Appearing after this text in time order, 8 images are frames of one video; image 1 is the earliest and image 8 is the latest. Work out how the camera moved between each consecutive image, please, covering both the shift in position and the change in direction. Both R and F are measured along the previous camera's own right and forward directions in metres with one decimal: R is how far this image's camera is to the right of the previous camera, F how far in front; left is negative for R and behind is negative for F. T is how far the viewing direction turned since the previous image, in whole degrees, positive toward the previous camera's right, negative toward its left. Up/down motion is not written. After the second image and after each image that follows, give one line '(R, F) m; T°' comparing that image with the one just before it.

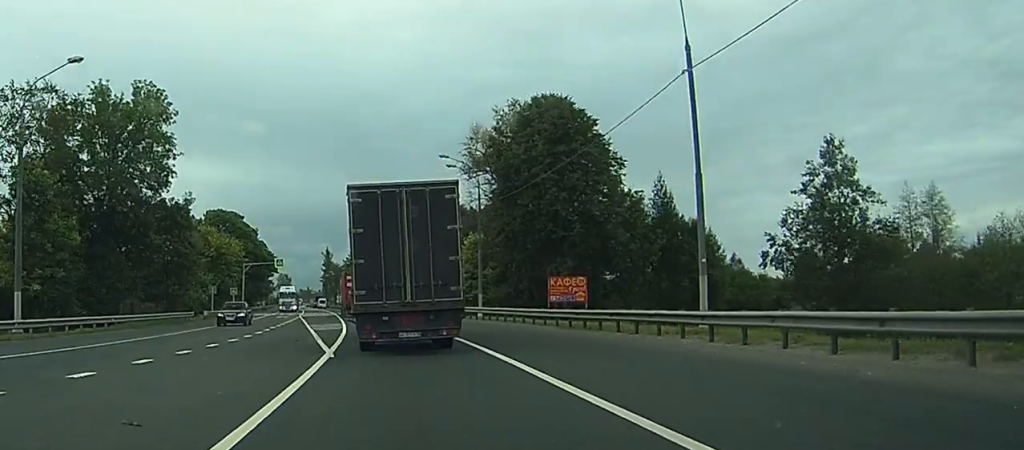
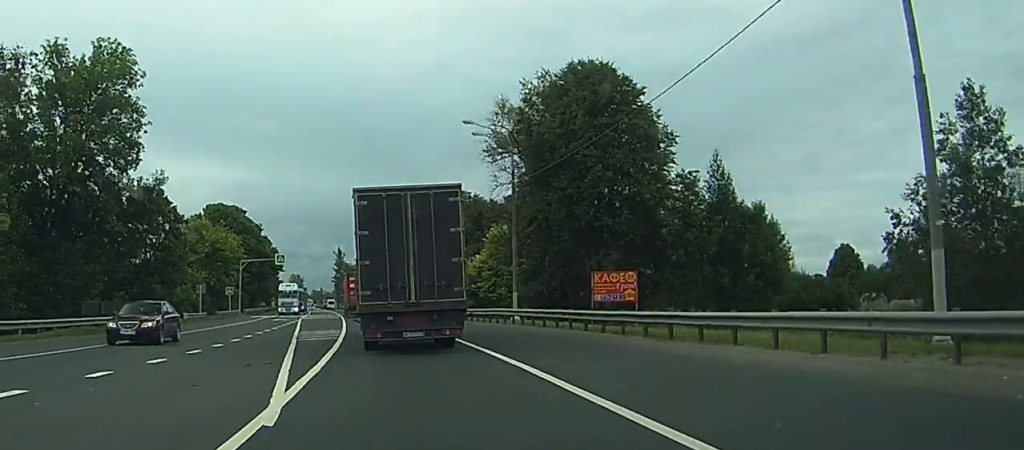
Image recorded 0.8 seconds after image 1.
(0.0, +11.0) m; -1°
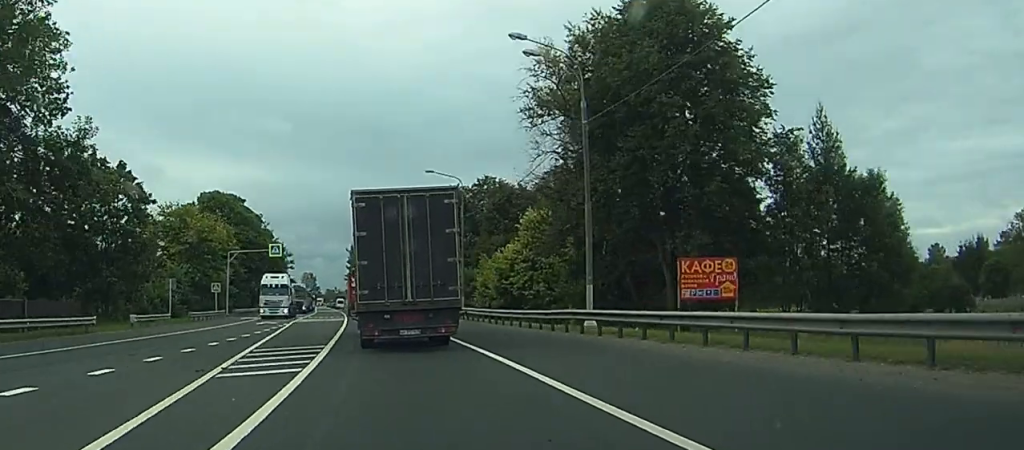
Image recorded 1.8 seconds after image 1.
(-0.2, +15.3) m; -1°
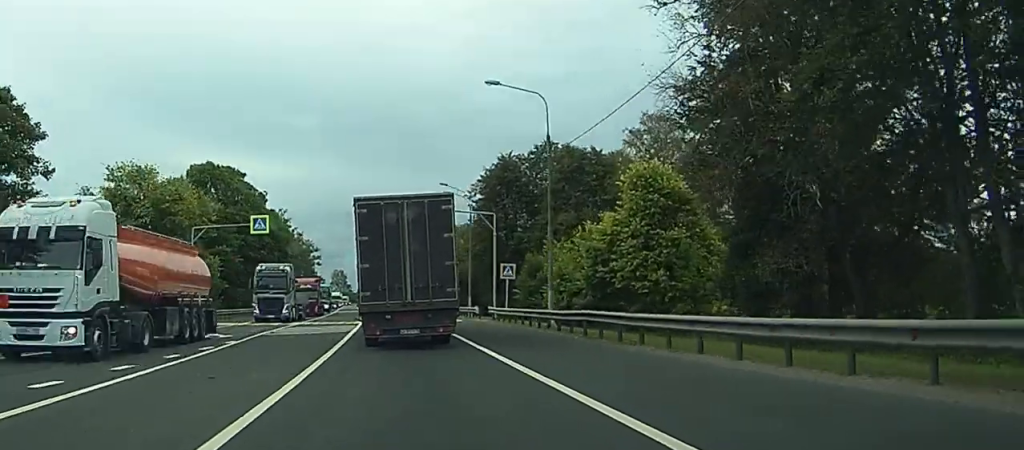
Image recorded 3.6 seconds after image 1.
(-0.5, +26.6) m; -2°
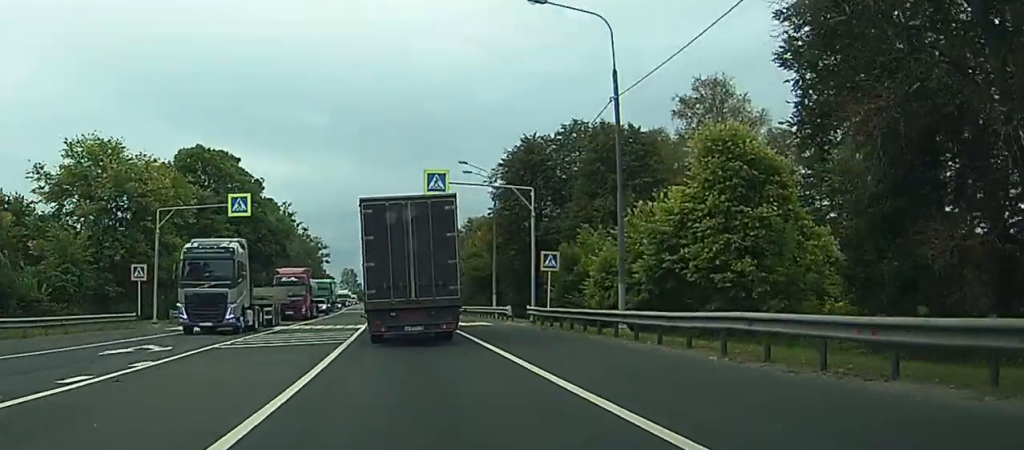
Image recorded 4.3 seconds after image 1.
(-0.1, +11.2) m; -1°
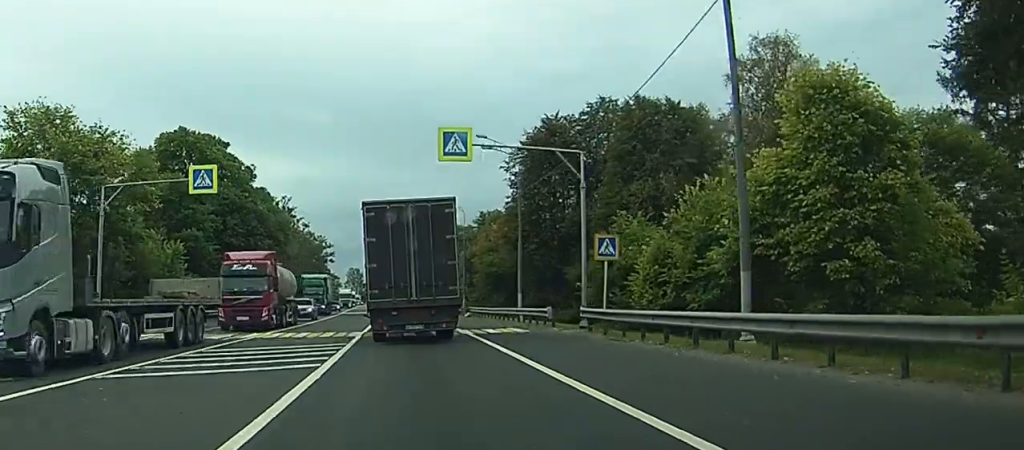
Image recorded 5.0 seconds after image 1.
(-0.1, +10.2) m; -1°
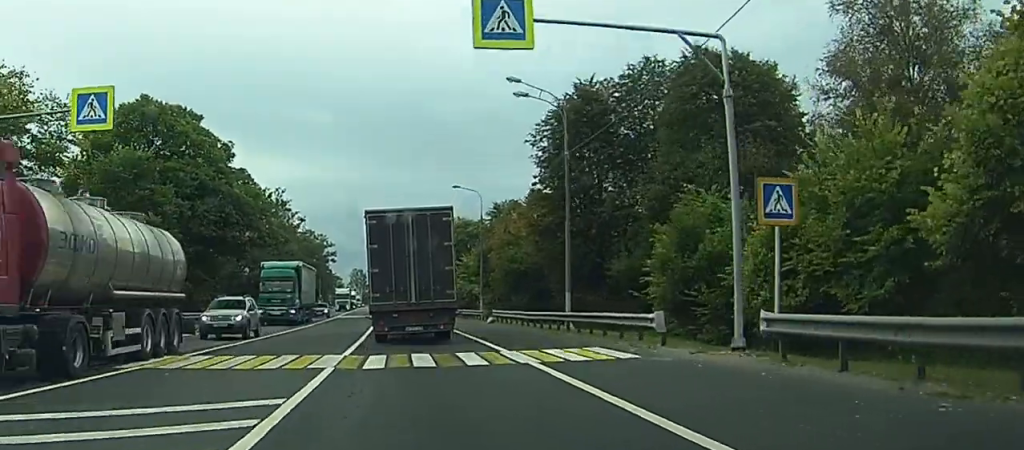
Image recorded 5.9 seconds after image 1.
(-0.2, +14.3) m; -1°
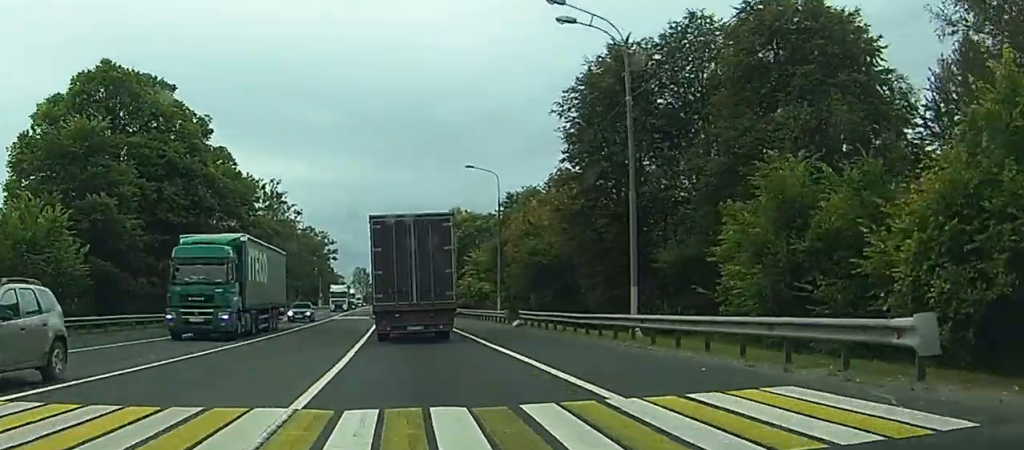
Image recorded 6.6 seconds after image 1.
(-0.1, +10.7) m; 0°
